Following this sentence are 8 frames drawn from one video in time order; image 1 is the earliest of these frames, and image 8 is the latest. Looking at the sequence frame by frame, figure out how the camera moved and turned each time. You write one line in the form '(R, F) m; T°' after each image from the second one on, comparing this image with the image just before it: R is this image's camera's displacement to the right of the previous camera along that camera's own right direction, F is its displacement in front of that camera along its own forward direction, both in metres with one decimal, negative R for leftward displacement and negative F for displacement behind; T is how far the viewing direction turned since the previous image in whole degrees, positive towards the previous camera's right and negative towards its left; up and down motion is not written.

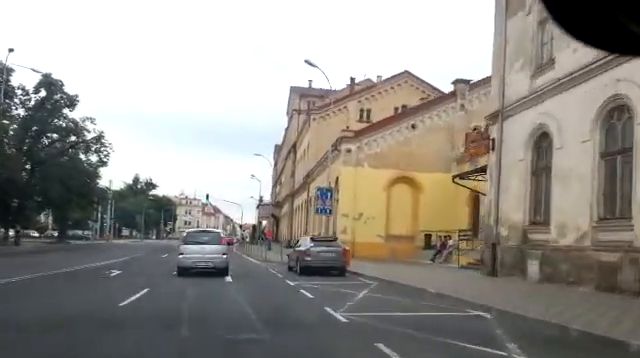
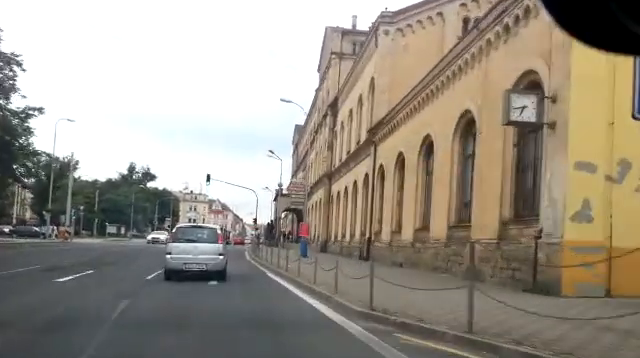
(+0.3, +21.3) m; 0°
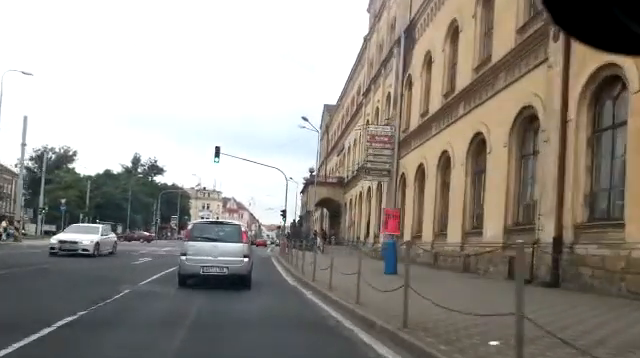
(-0.3, +16.0) m; +1°
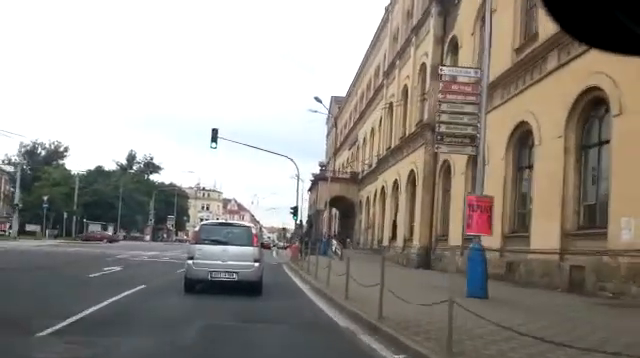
(+0.2, +6.2) m; +1°
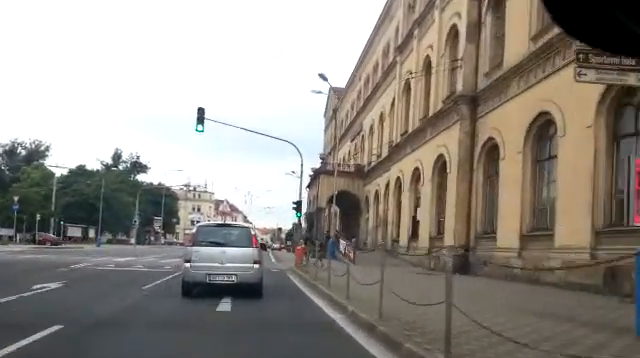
(+0.2, +5.4) m; 0°
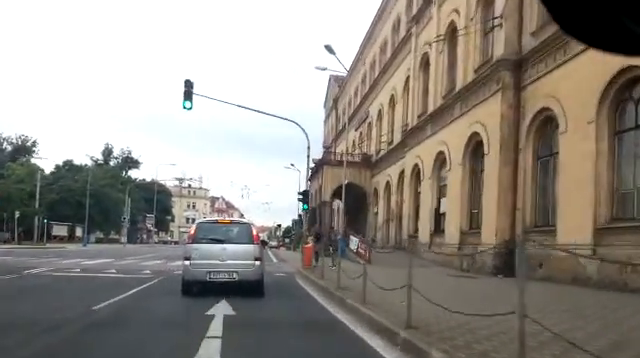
(-0.2, +3.7) m; 0°
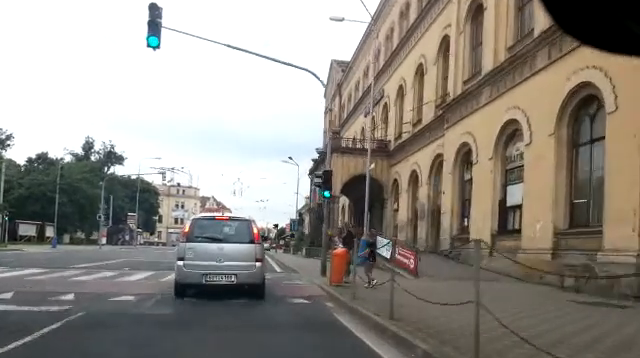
(0.0, +6.6) m; +2°
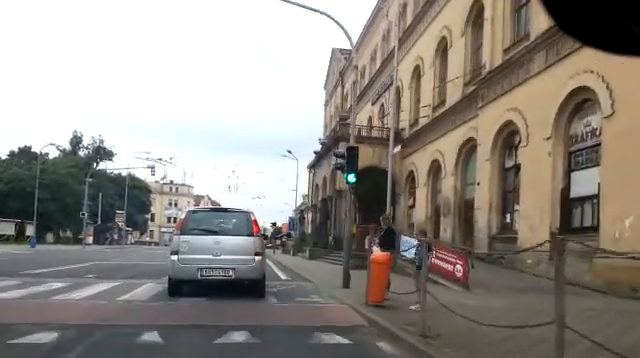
(+0.1, +3.8) m; +3°
